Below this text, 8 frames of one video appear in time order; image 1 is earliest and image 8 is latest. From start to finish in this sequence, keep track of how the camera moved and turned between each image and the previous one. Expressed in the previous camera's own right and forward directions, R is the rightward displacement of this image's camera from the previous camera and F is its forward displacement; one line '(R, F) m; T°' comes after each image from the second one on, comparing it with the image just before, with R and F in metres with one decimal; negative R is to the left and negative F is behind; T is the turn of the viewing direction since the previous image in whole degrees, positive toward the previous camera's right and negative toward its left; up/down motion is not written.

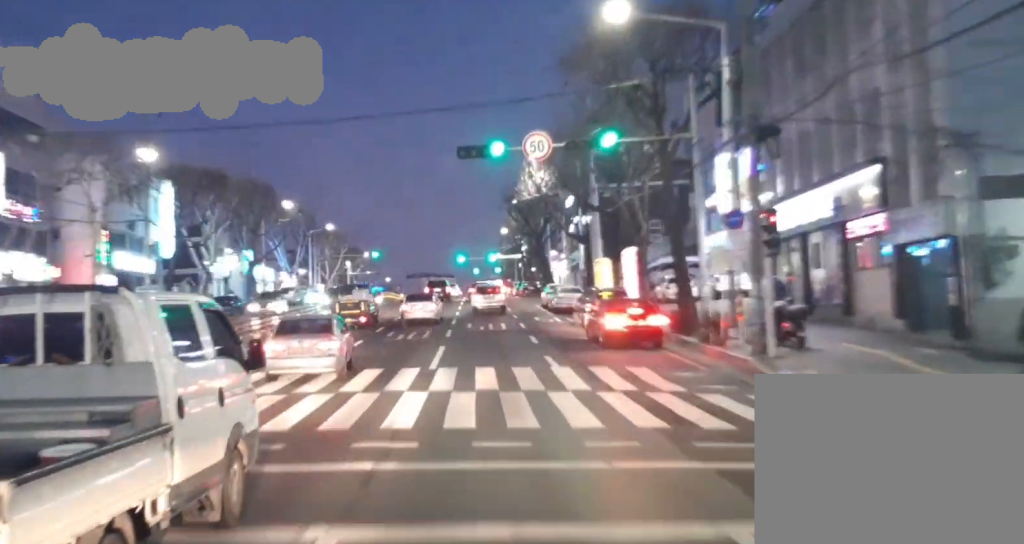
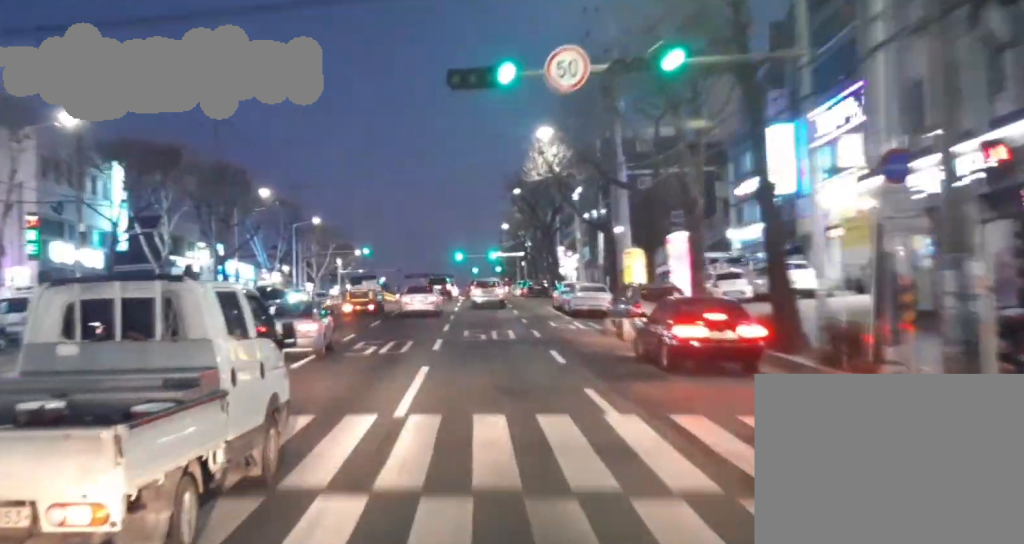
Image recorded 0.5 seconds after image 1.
(0.0, +9.7) m; -1°
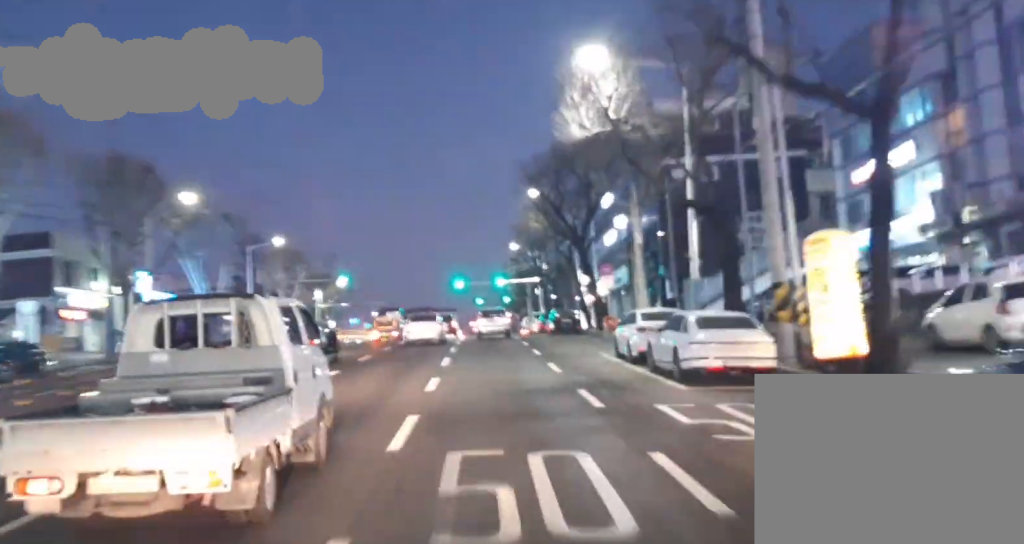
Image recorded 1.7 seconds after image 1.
(-0.3, +20.8) m; -2°
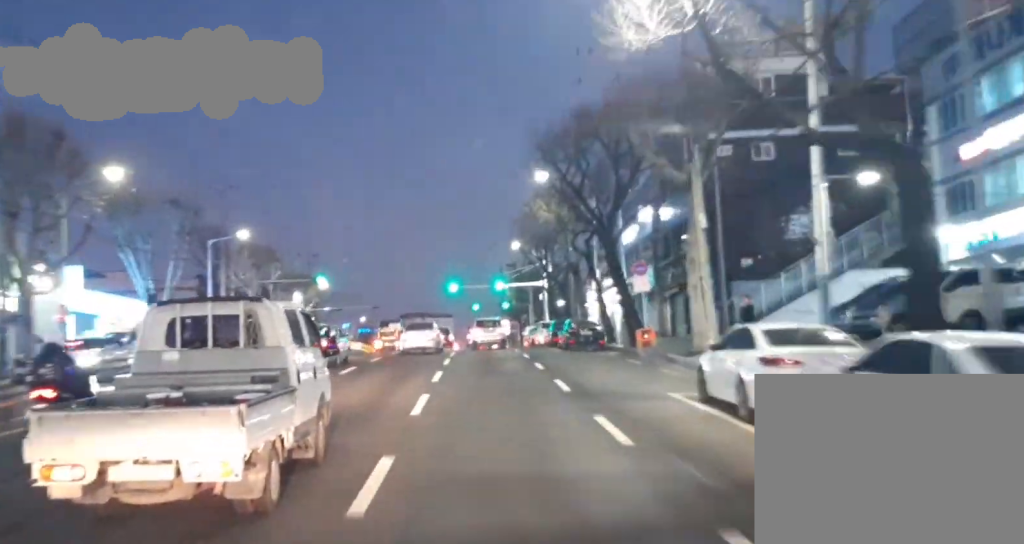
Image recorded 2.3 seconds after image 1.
(-0.1, +11.1) m; 0°
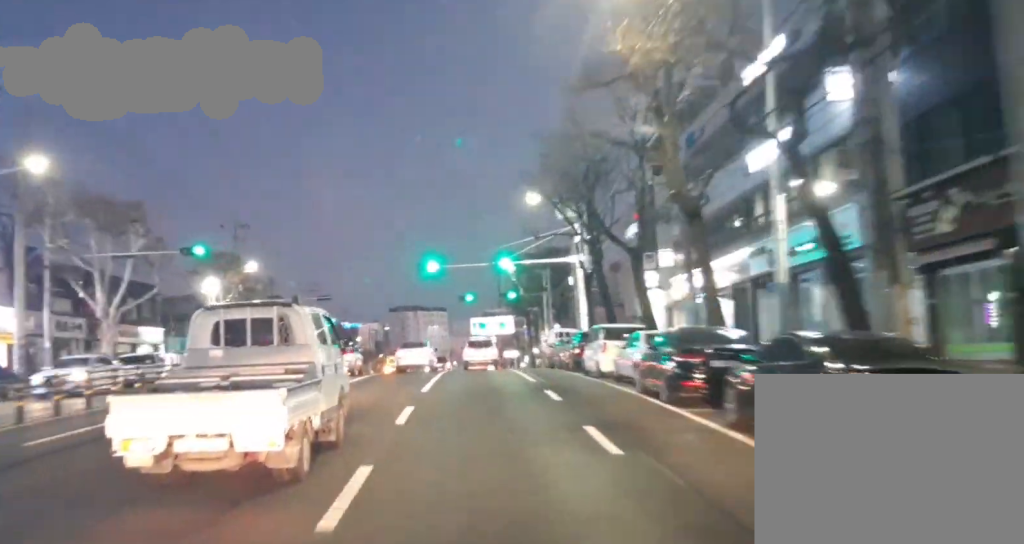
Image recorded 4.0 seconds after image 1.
(0.0, +32.8) m; +1°
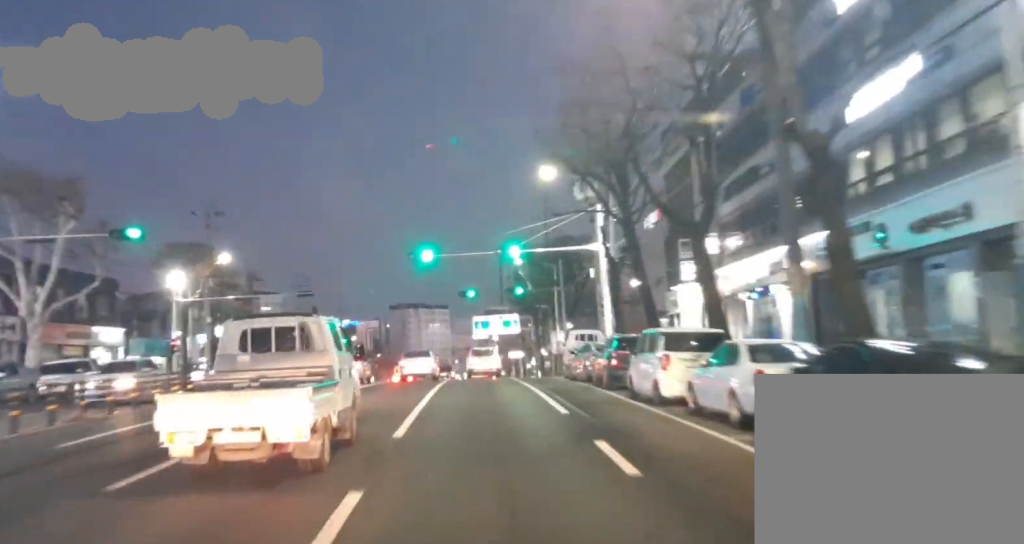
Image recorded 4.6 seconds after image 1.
(+0.1, +9.8) m; 0°
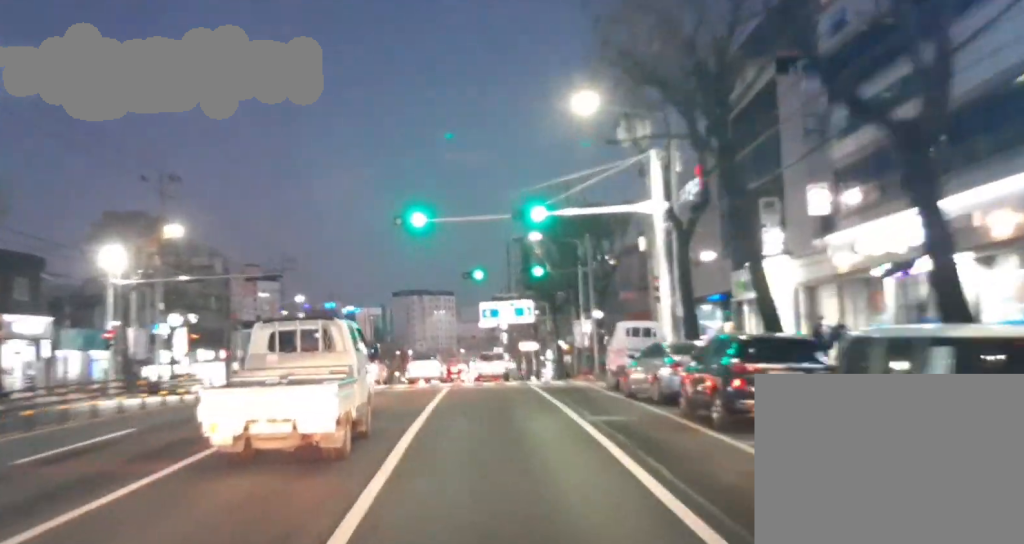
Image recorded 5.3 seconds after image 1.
(+0.1, +12.7) m; 0°
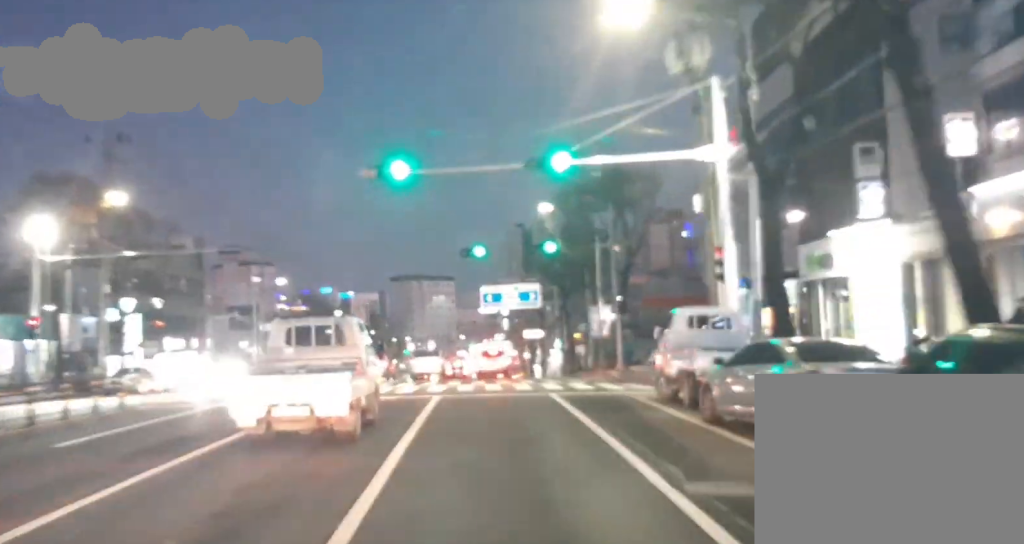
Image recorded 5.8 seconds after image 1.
(0.0, +9.6) m; 0°
